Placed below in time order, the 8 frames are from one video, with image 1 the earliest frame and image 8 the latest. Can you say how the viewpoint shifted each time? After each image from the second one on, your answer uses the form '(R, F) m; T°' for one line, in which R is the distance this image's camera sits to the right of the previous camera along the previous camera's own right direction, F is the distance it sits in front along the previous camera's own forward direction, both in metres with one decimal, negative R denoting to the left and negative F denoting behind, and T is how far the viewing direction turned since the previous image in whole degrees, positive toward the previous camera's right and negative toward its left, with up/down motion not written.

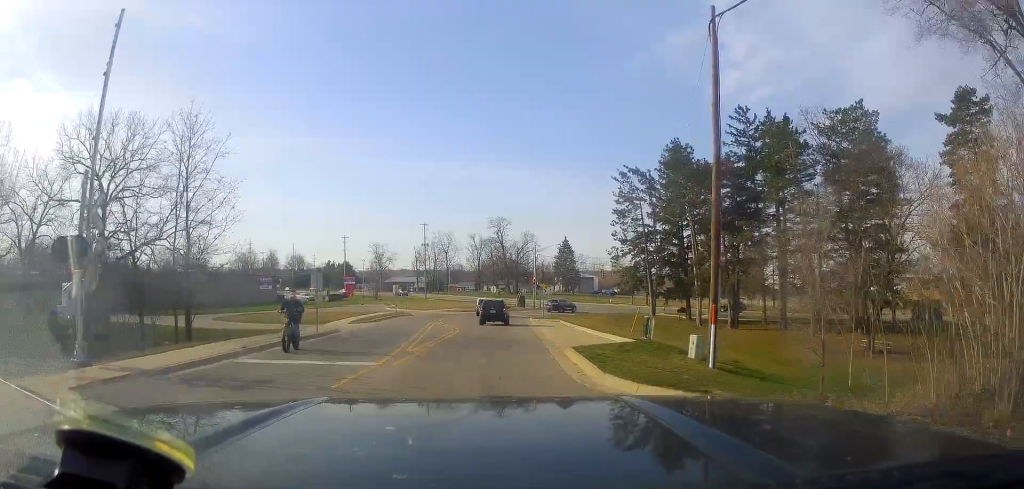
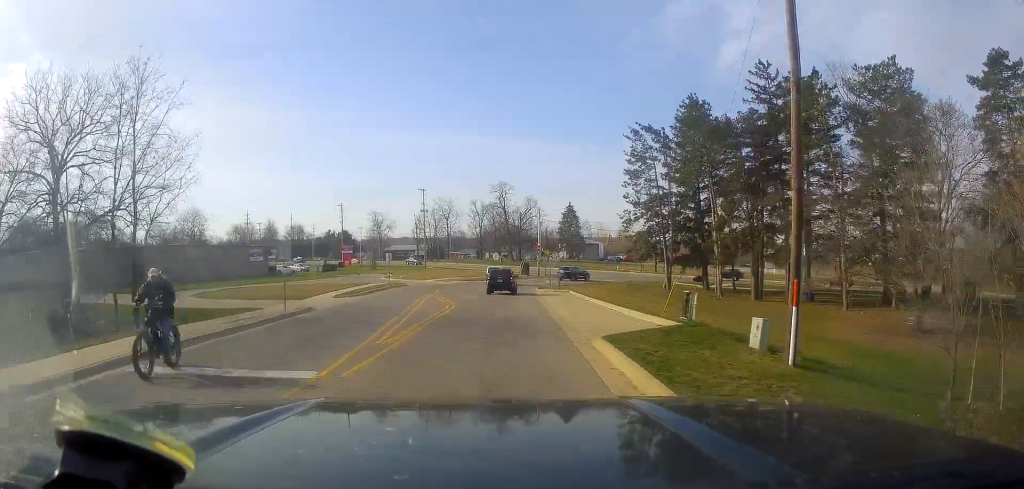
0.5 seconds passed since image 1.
(-0.1, +5.0) m; 0°
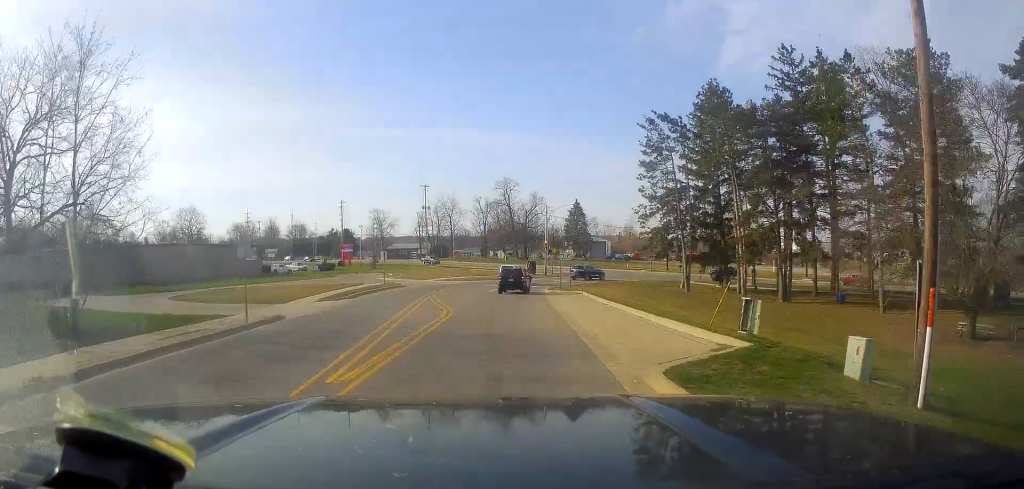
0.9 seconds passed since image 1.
(+0.1, +4.4) m; 0°
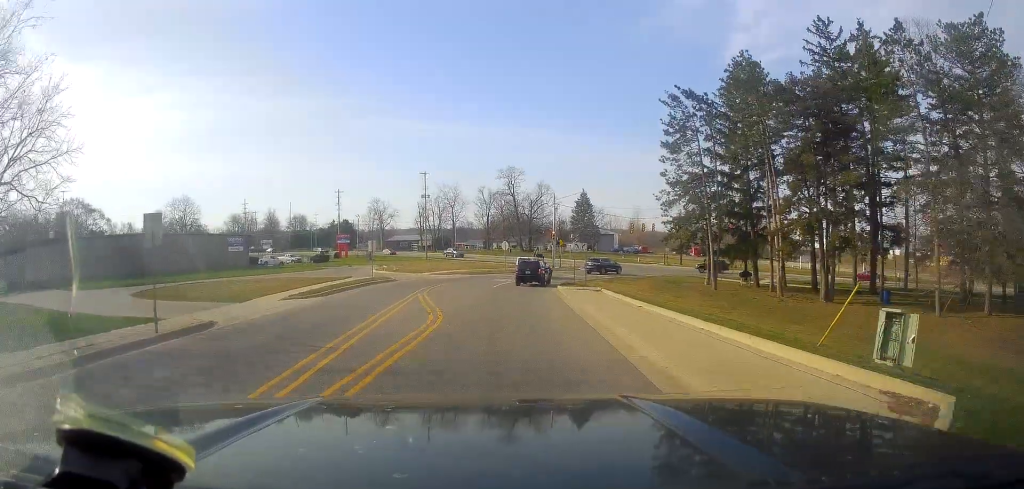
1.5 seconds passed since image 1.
(+0.1, +6.1) m; 0°
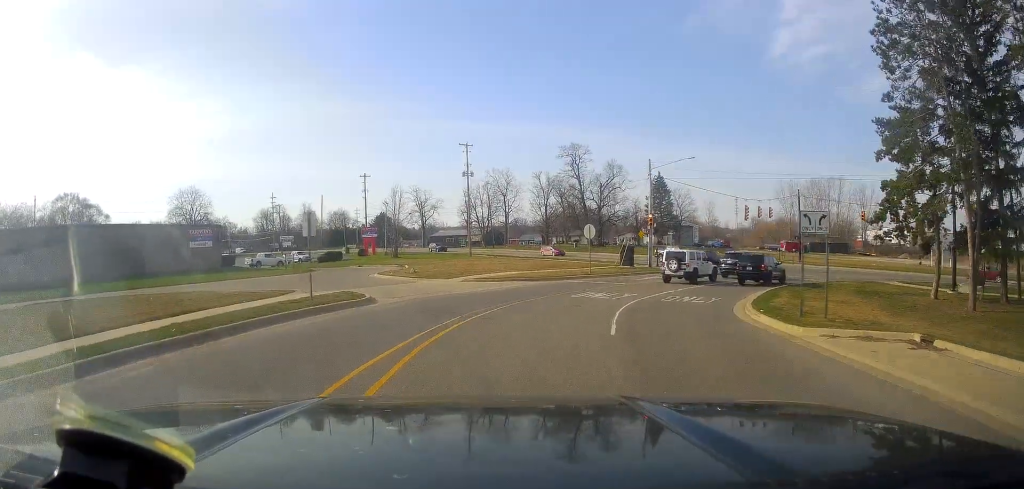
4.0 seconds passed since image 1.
(0.0, +23.1) m; 0°
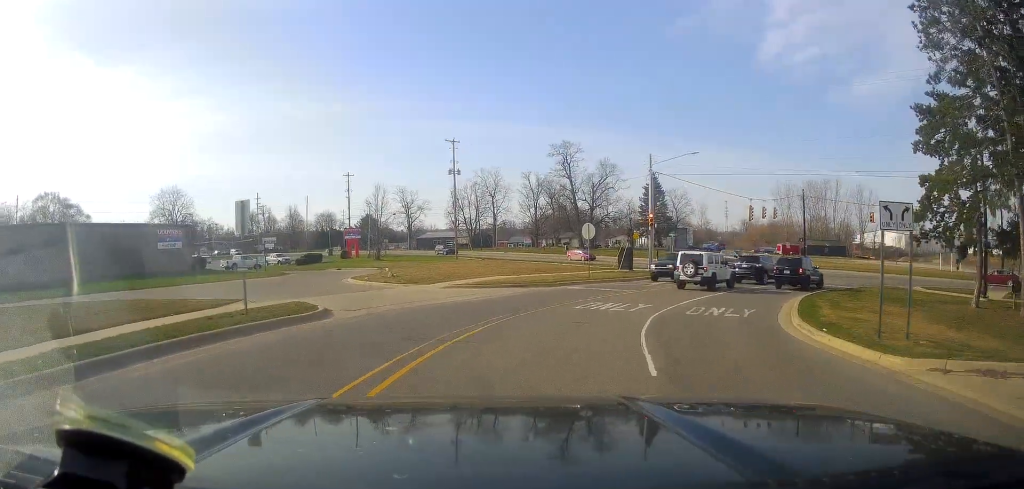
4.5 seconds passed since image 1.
(0.0, +4.1) m; 0°
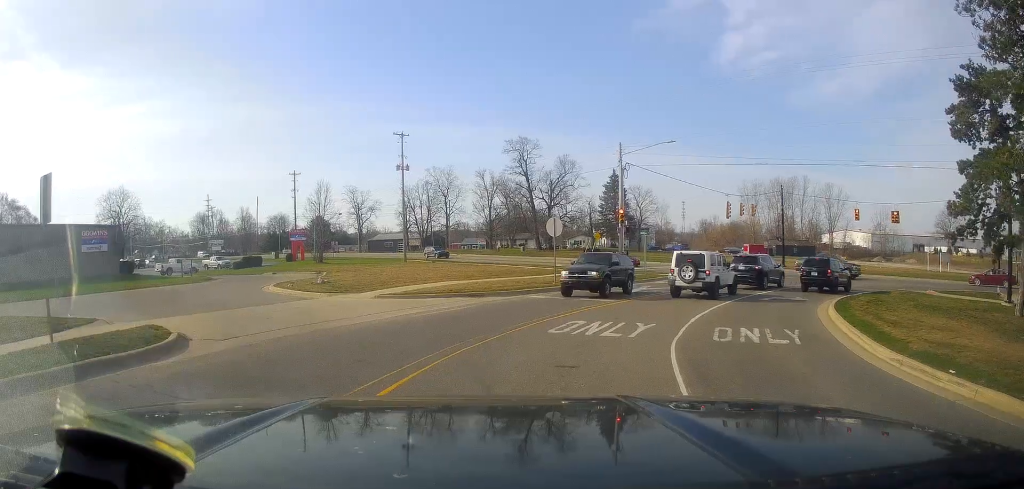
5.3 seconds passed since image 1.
(+0.1, +5.9) m; +1°
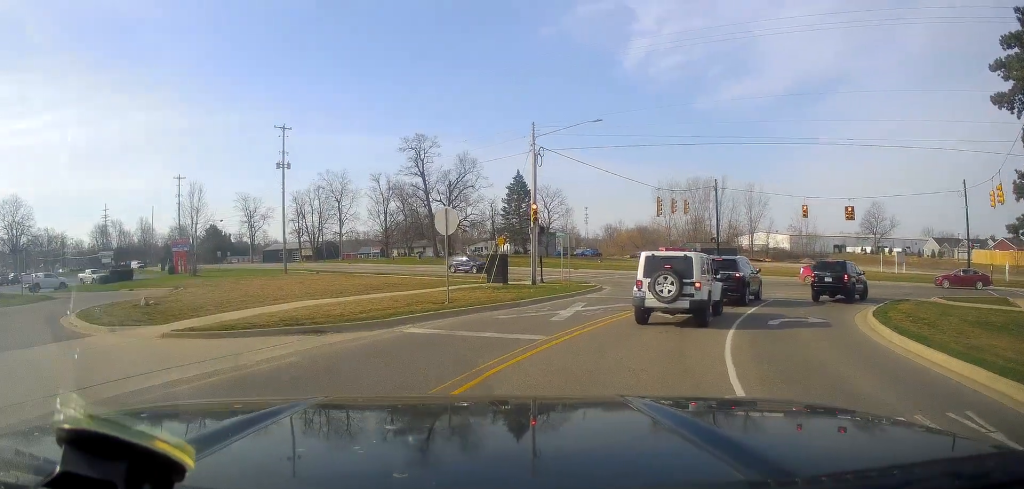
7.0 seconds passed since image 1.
(+0.4, +9.7) m; +6°
